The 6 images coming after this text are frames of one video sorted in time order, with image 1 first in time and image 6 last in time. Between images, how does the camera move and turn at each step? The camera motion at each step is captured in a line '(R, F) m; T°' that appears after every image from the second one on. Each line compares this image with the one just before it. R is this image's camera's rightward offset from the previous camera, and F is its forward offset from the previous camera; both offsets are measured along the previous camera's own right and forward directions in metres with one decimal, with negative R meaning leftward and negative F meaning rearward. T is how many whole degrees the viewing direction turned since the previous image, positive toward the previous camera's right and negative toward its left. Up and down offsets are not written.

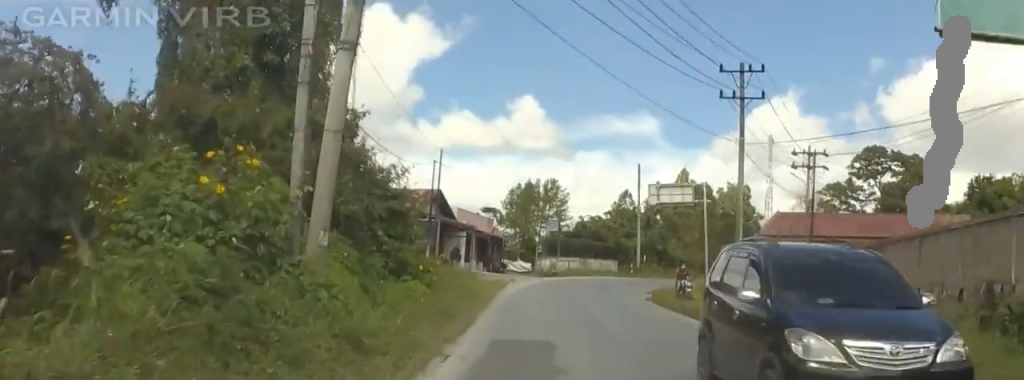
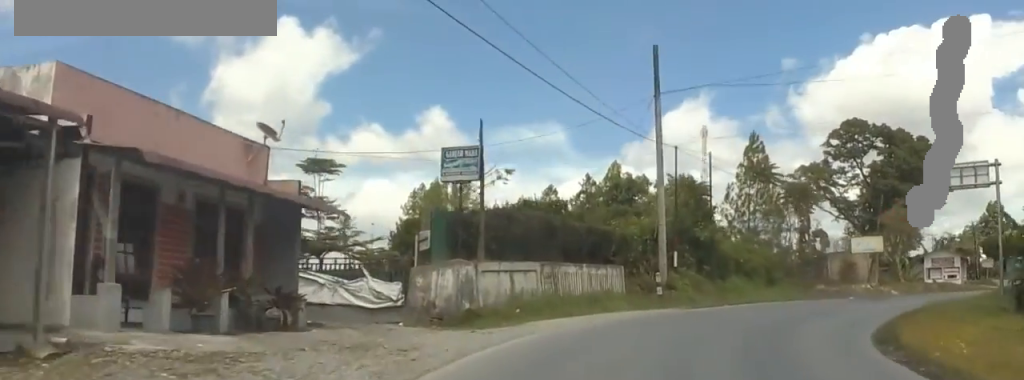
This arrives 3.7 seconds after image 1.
(-3.2, +44.7) m; +6°
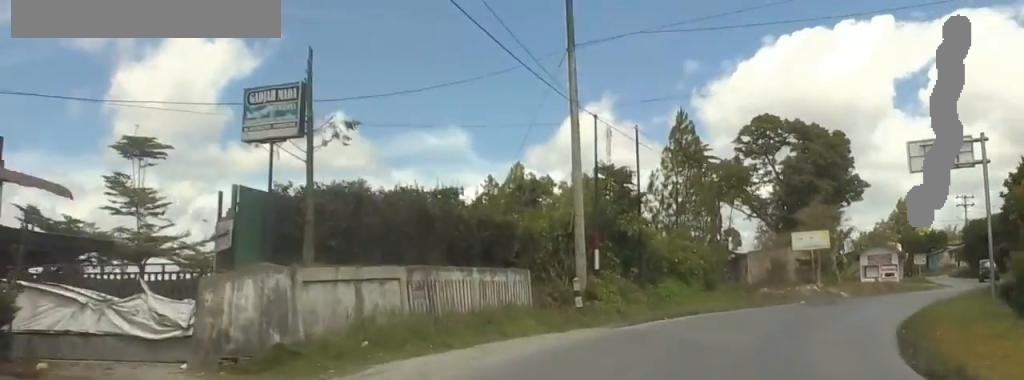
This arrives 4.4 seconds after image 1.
(+0.4, +8.0) m; +4°
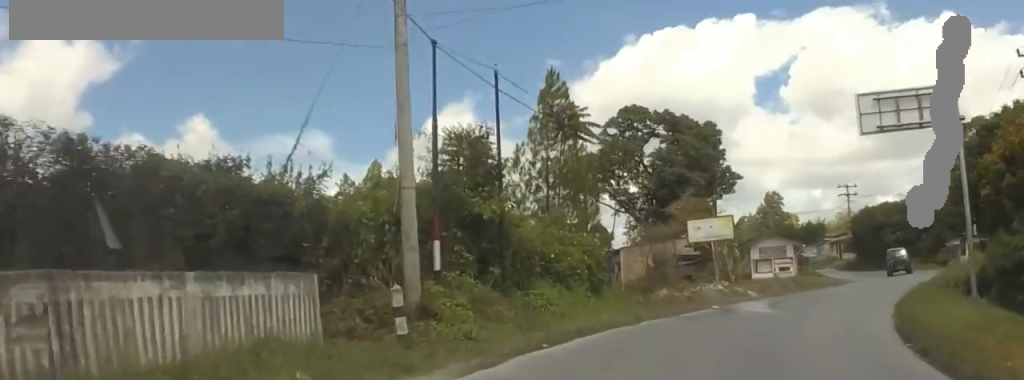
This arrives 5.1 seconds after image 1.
(-0.2, +9.0) m; +5°
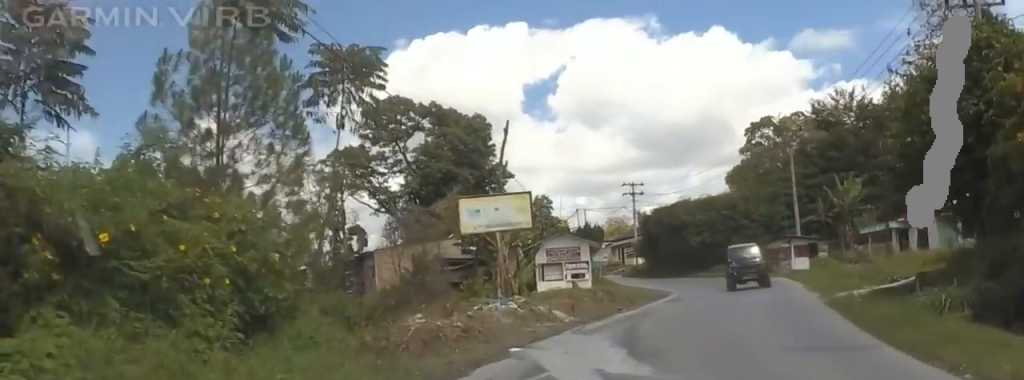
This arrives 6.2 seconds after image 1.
(+1.8, +14.6) m; +15°
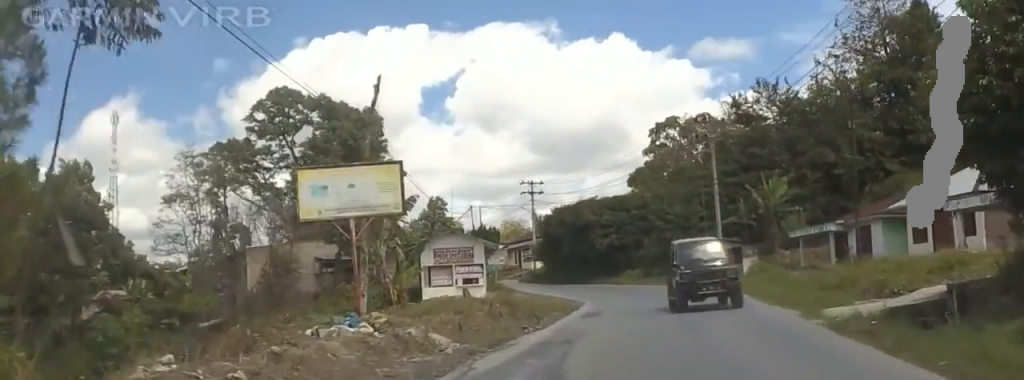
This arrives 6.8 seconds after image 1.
(+0.9, +7.8) m; +4°
